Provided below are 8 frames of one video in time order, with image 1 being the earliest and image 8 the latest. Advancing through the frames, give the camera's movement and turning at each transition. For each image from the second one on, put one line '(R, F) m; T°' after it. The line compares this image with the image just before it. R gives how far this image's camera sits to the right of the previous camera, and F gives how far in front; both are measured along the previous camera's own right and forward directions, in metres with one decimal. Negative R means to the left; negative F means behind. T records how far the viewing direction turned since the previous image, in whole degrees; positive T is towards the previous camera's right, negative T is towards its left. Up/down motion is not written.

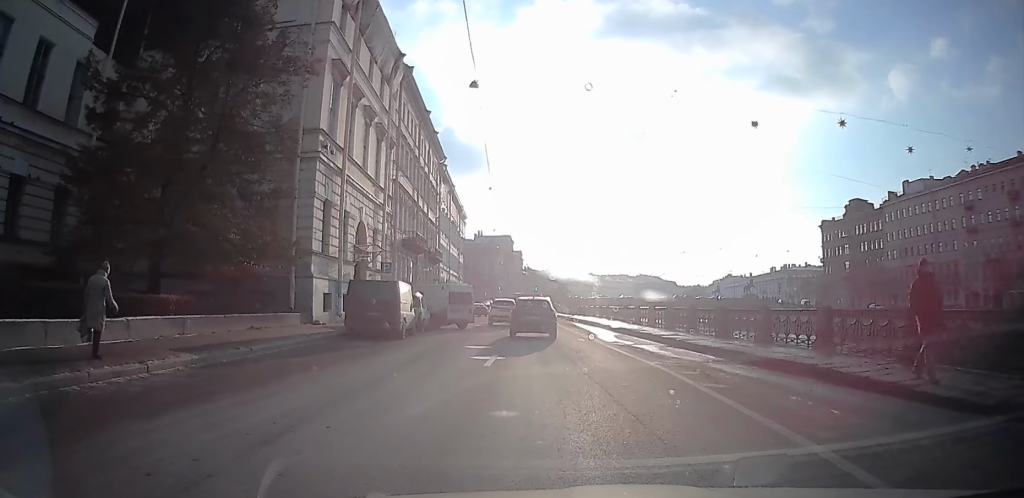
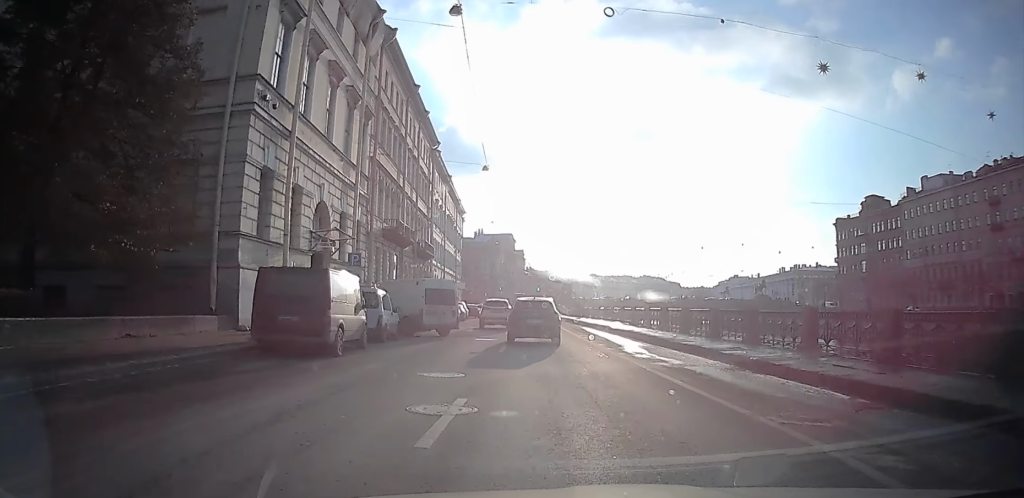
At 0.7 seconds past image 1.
(+0.3, +8.2) m; +1°
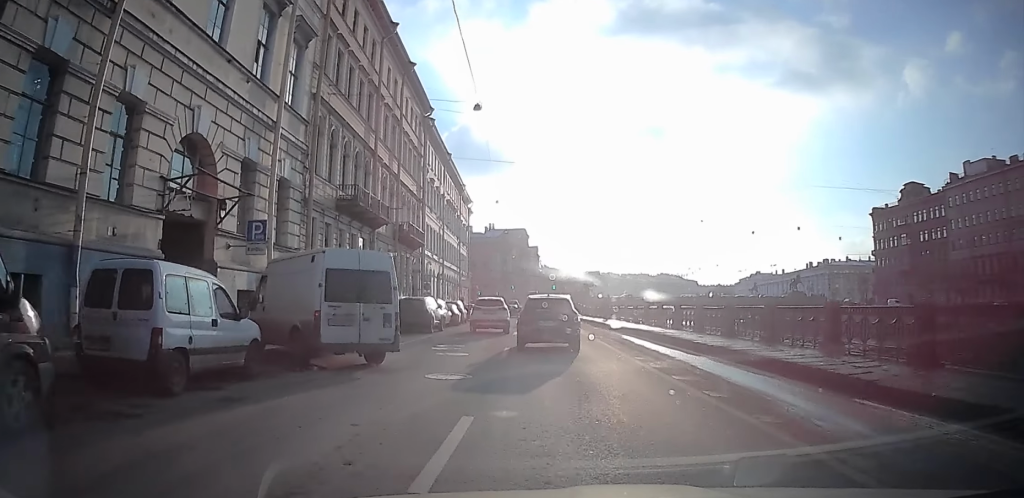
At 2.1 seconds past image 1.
(-0.2, +14.1) m; +1°
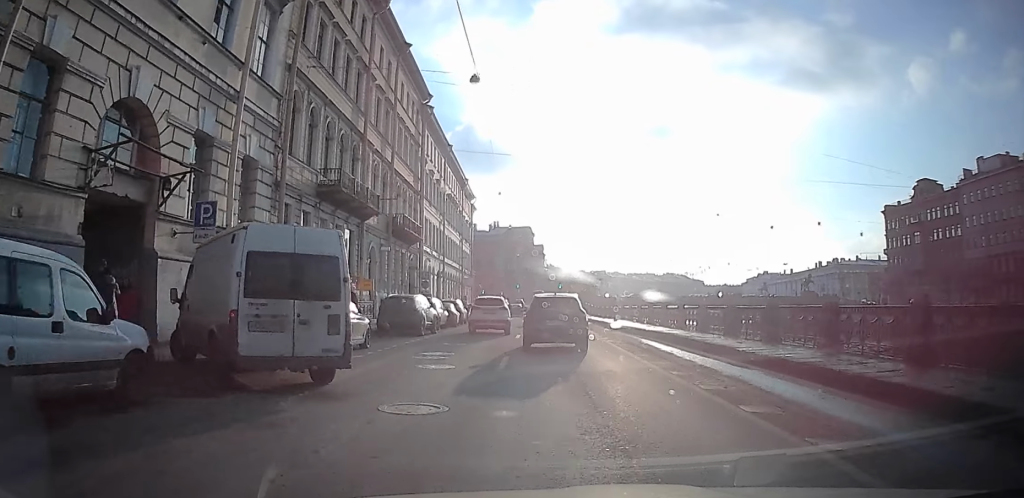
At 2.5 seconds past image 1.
(+0.1, +3.9) m; 0°
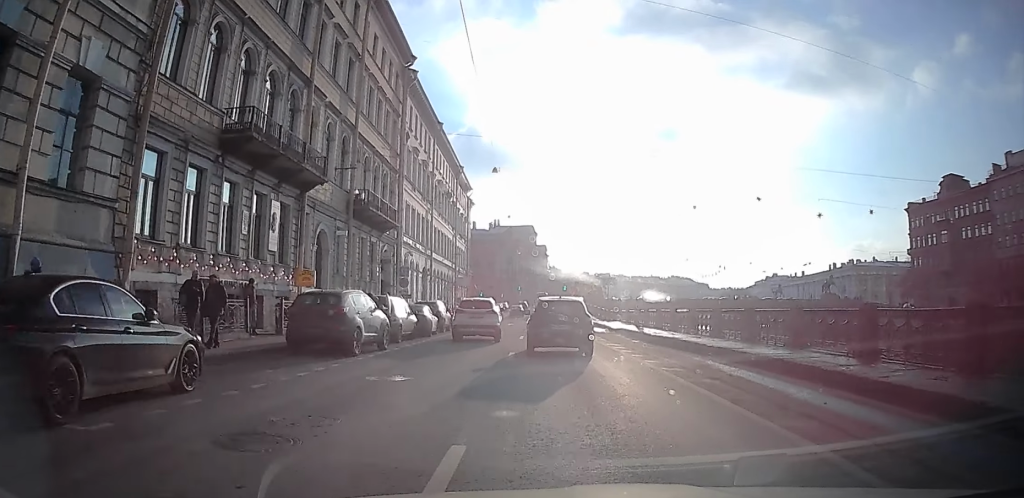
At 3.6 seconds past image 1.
(+0.3, +10.2) m; -1°
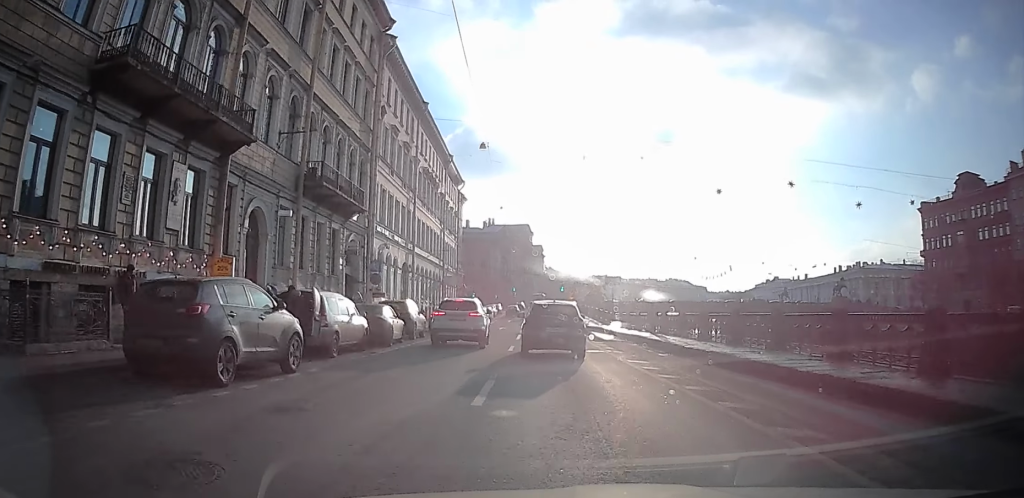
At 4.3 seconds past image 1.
(-0.4, +7.0) m; -3°
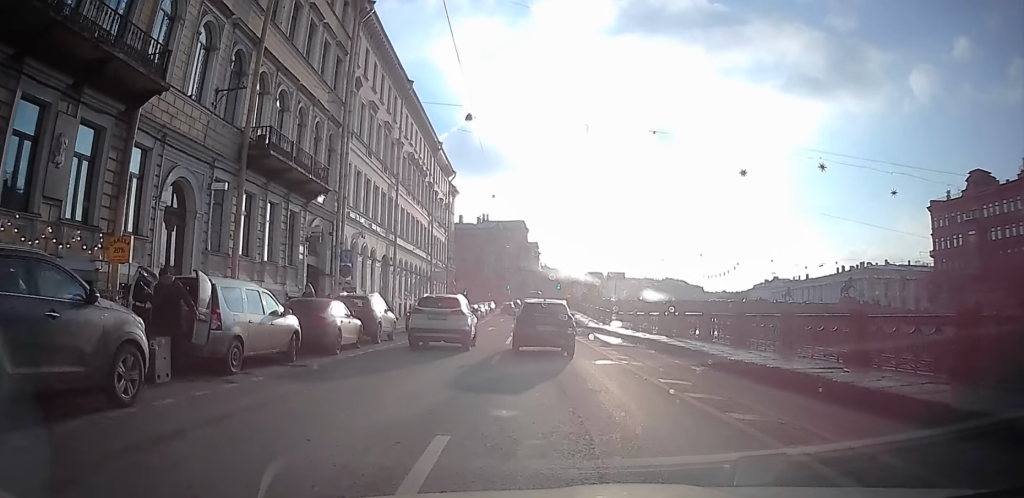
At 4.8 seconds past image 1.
(0.0, +5.1) m; 0°
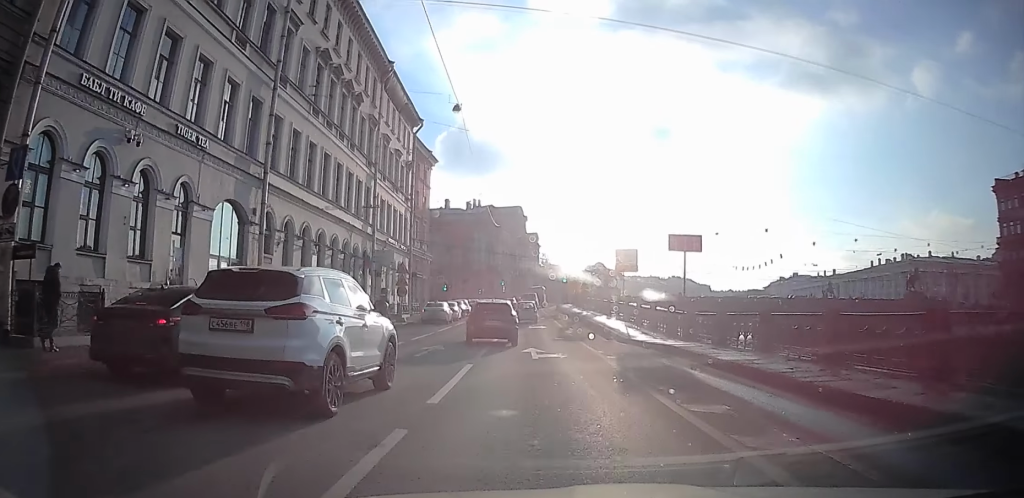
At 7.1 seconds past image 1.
(-0.1, +22.1) m; +3°
